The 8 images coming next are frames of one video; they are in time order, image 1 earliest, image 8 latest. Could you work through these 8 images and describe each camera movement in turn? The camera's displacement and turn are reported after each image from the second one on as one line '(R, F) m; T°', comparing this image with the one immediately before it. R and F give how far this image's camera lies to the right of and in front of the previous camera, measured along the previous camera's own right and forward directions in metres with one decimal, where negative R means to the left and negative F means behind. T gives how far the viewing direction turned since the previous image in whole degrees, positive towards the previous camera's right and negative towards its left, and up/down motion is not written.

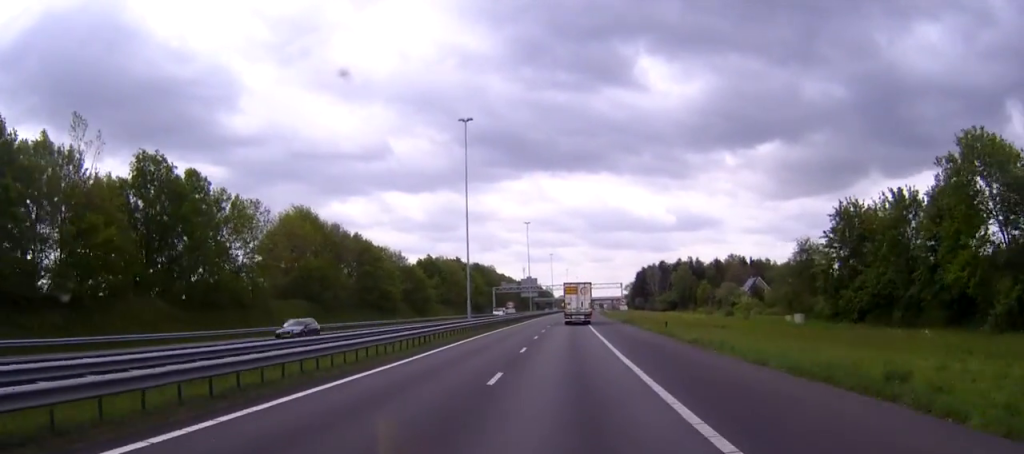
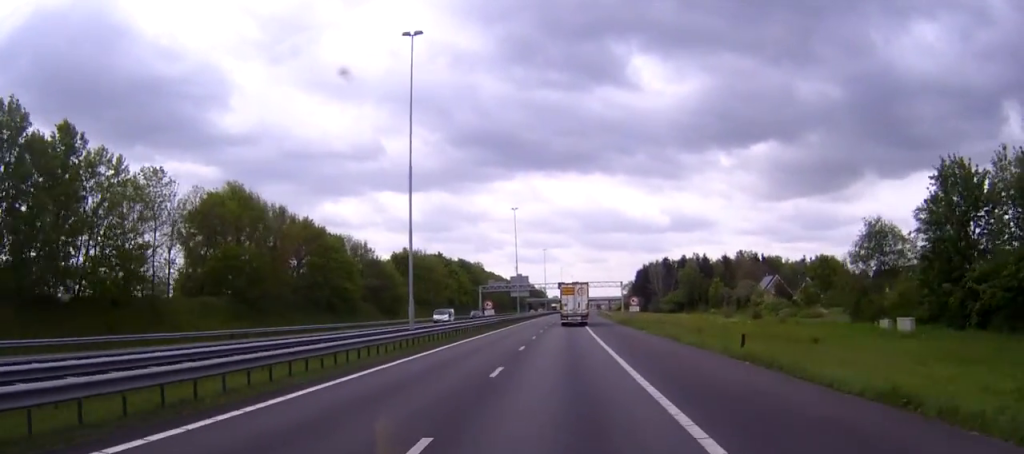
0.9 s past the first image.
(+0.1, +21.7) m; +1°
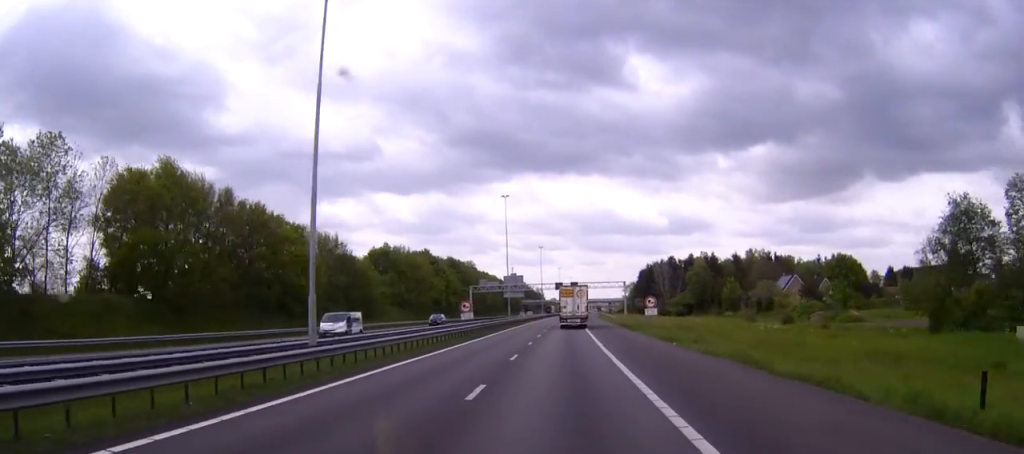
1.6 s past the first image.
(+0.1, +16.1) m; 0°
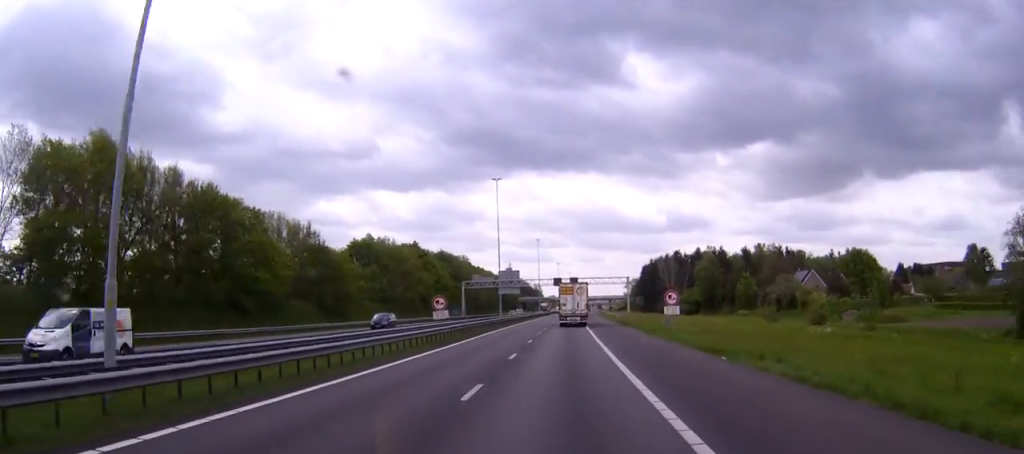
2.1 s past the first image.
(0.0, +12.2) m; 0°
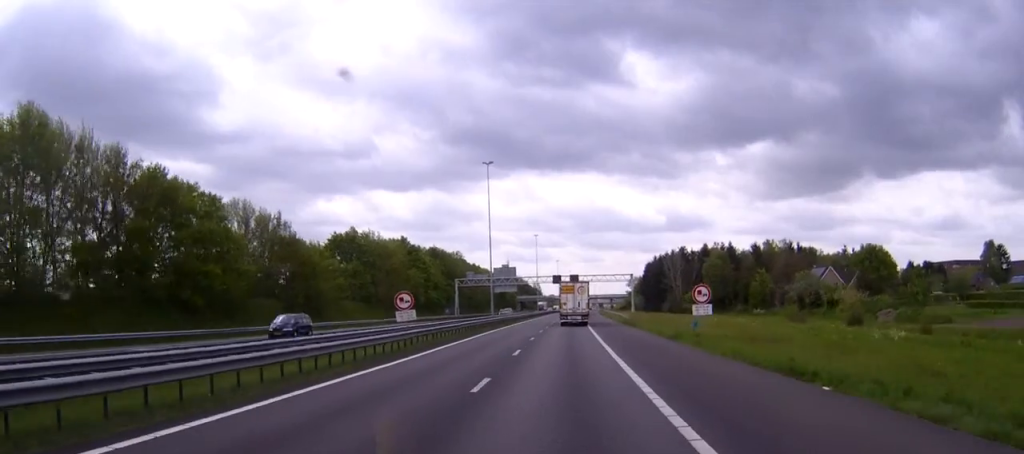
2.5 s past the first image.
(0.0, +10.6) m; 0°
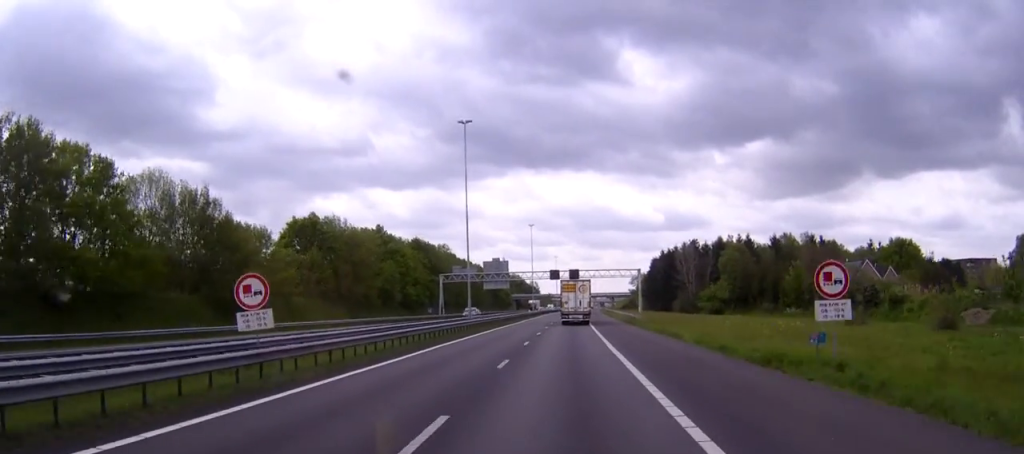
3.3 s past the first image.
(0.0, +18.8) m; 0°
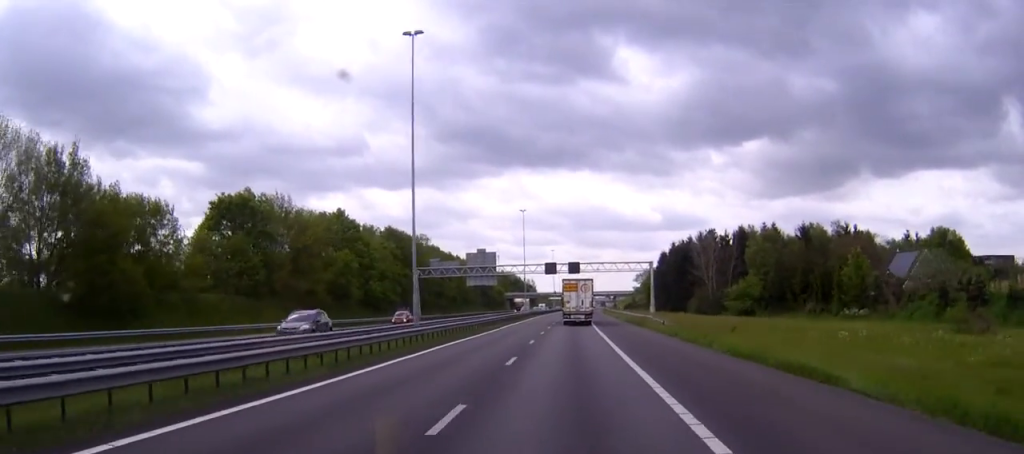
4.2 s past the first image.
(+0.1, +22.6) m; 0°
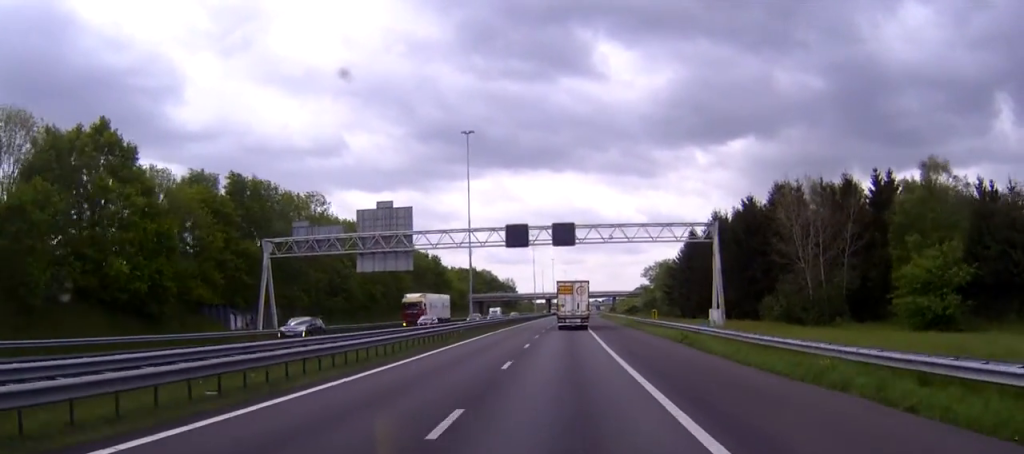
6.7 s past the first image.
(+0.2, +59.6) m; 0°
